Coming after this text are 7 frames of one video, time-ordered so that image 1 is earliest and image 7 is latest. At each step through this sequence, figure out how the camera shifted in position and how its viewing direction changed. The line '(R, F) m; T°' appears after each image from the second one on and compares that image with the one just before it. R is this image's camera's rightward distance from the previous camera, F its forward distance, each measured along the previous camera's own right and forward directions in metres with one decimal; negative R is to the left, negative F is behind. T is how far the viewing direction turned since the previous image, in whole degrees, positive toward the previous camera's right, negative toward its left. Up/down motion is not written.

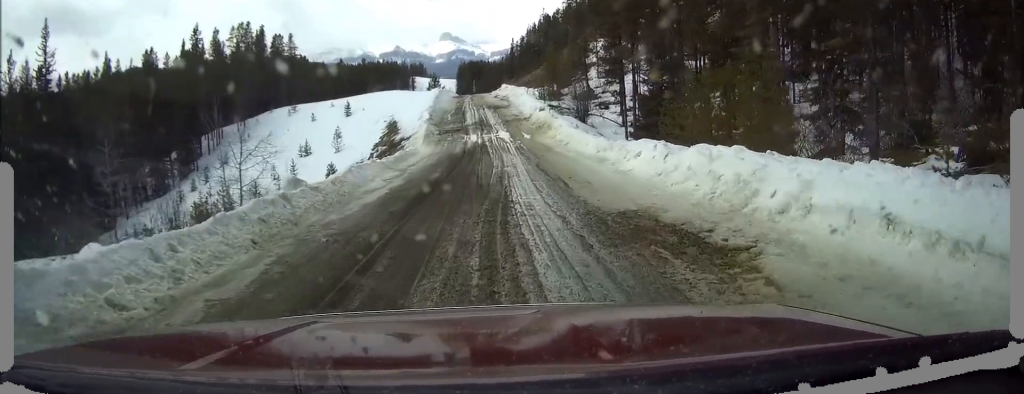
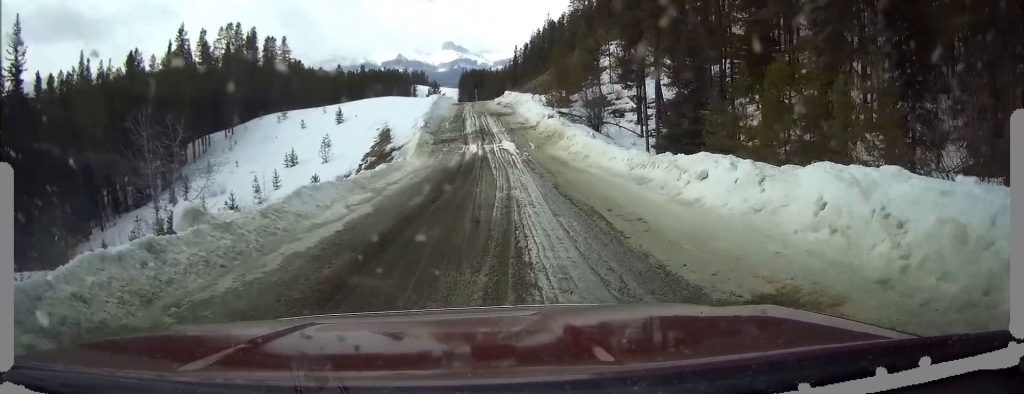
(+0.2, +5.5) m; +1°
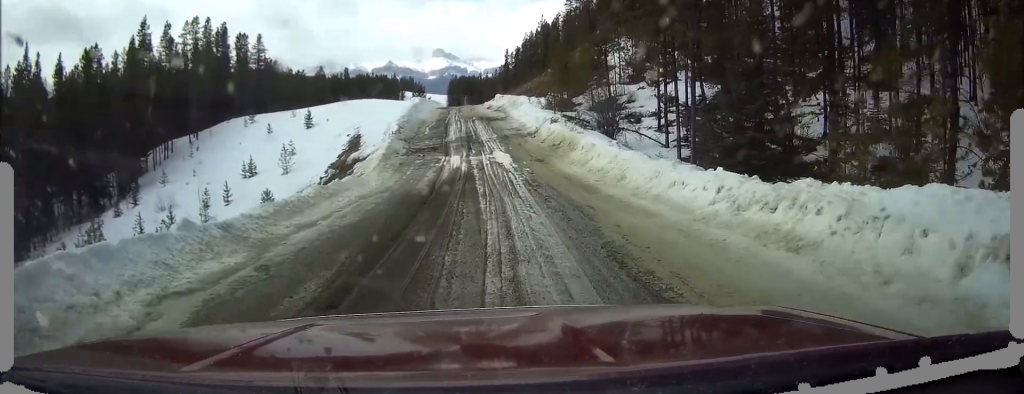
(+0.1, +8.8) m; +1°
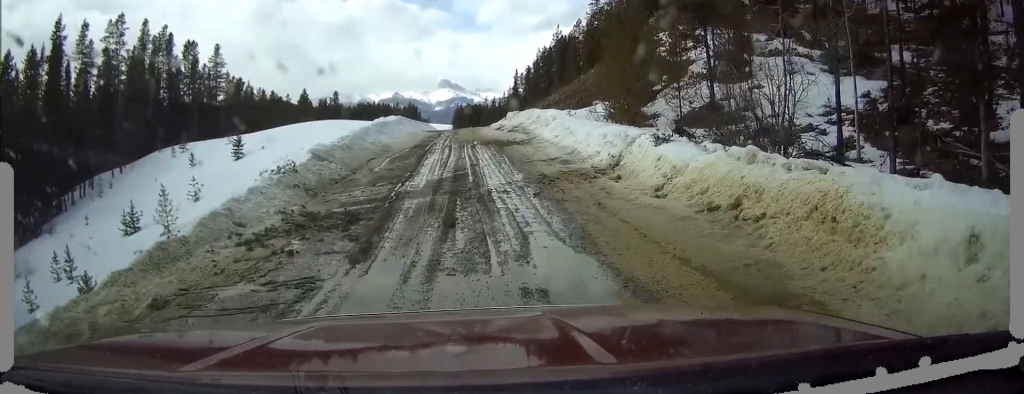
(-0.2, +21.0) m; -2°
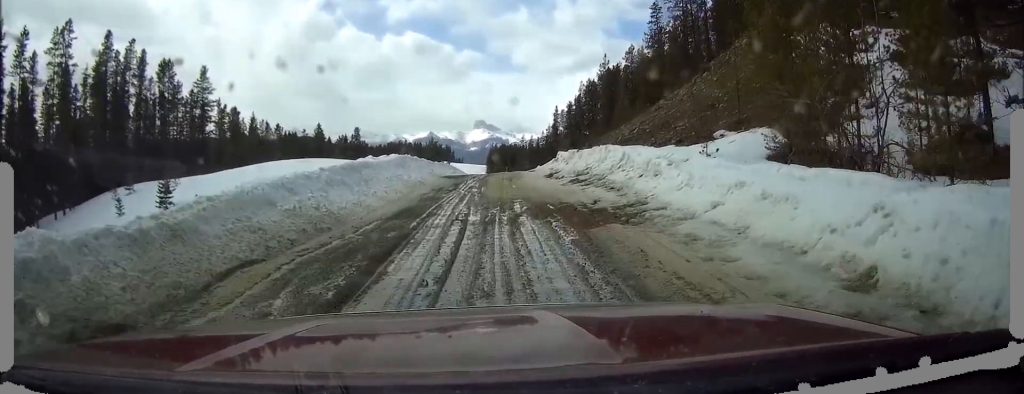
(-0.6, +15.3) m; -3°
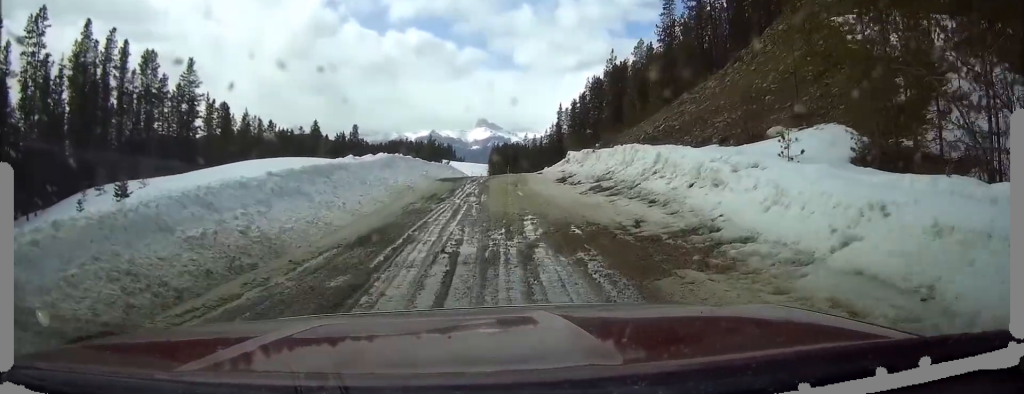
(0.0, +4.1) m; 0°
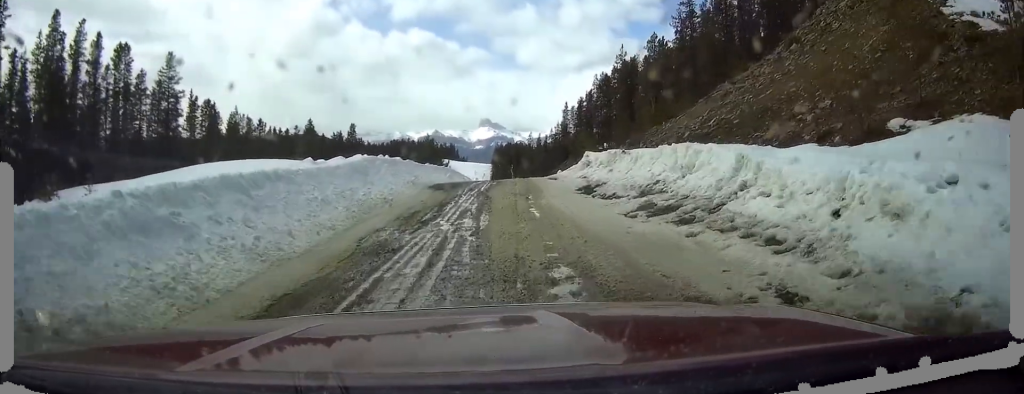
(0.0, +5.4) m; +1°
